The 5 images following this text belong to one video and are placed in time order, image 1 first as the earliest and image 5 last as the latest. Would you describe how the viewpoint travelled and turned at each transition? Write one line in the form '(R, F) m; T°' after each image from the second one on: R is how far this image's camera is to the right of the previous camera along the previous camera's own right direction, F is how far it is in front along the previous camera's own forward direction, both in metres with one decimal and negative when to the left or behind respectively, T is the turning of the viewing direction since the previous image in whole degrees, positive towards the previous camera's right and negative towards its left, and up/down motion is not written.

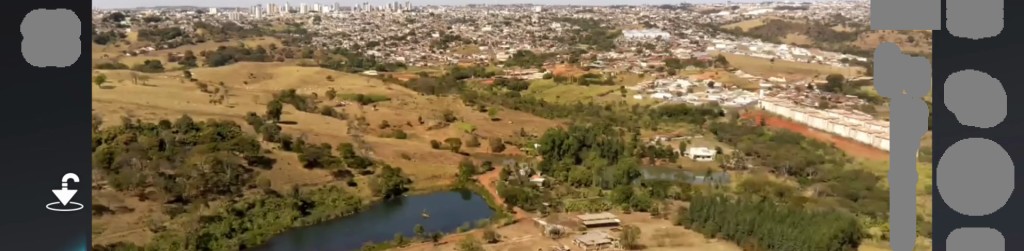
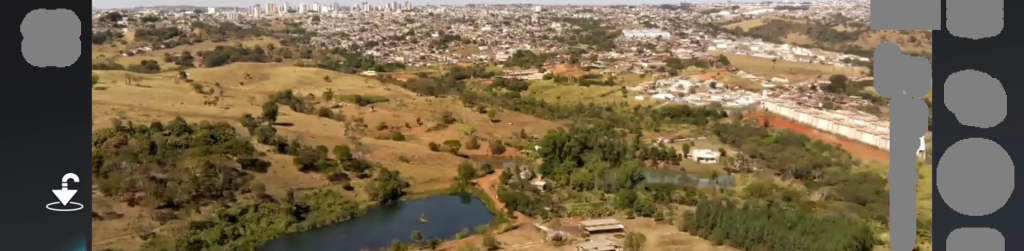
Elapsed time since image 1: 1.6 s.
(0.0, +11.4) m; 0°
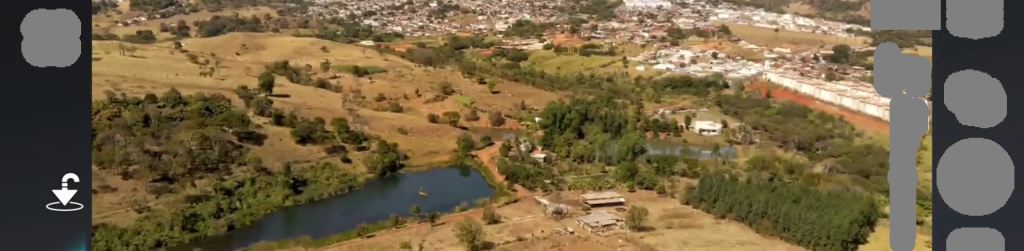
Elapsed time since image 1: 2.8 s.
(0.0, +8.1) m; 0°
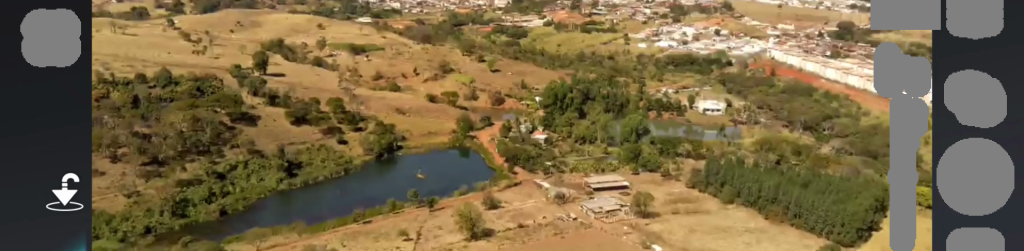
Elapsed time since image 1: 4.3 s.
(0.0, +11.5) m; 0°
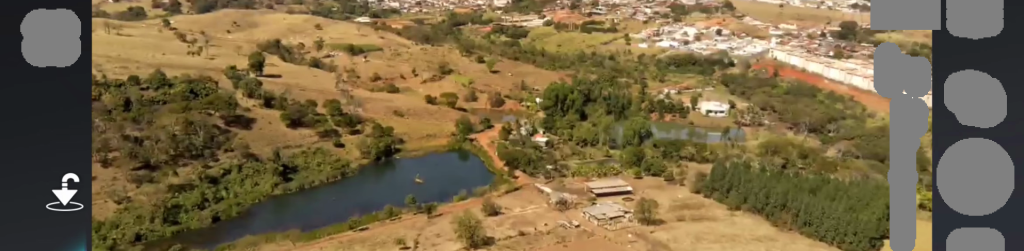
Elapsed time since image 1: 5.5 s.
(0.0, +8.8) m; 0°
